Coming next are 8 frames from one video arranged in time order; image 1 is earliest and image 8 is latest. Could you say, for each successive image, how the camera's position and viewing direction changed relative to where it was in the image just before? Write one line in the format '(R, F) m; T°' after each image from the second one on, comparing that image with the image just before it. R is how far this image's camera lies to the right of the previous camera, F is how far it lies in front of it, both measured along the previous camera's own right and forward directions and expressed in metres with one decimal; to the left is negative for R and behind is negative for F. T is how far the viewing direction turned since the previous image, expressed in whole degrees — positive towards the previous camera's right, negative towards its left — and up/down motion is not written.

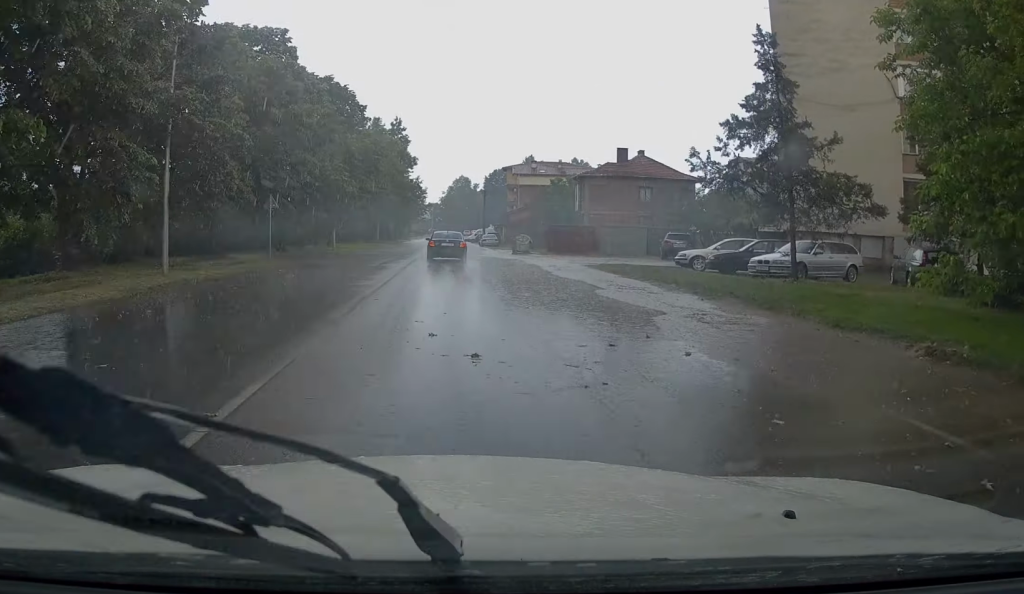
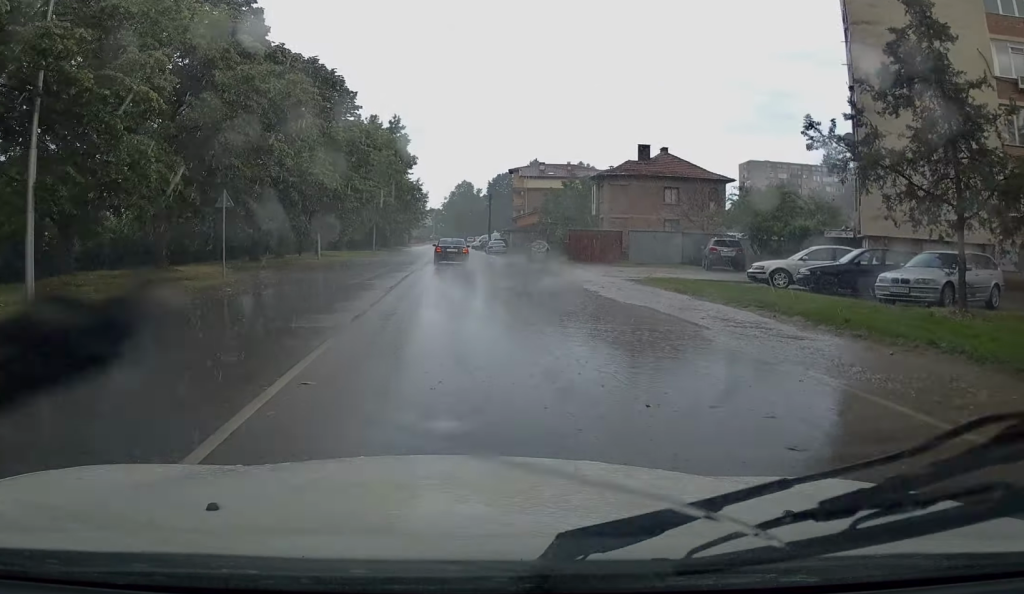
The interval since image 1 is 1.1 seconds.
(-0.4, +6.4) m; -3°
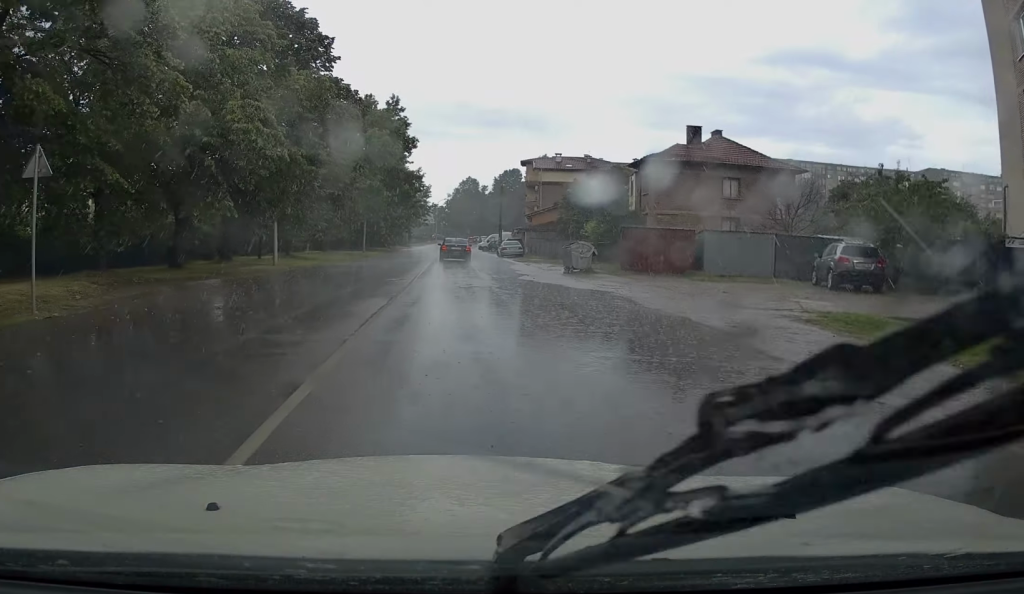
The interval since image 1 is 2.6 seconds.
(+0.1, +11.0) m; +1°
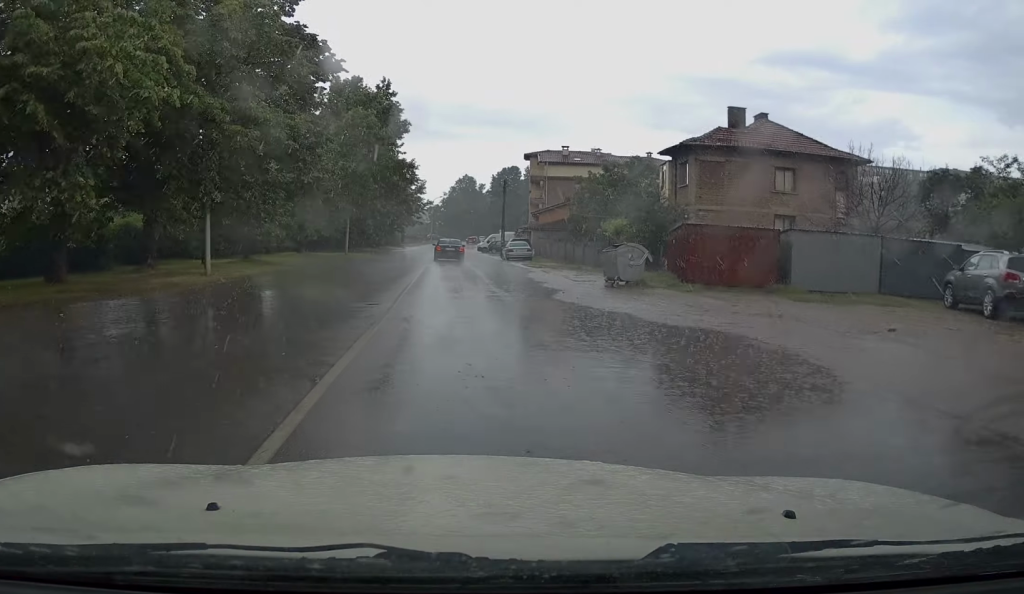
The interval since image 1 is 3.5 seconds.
(+0.1, +8.5) m; +1°
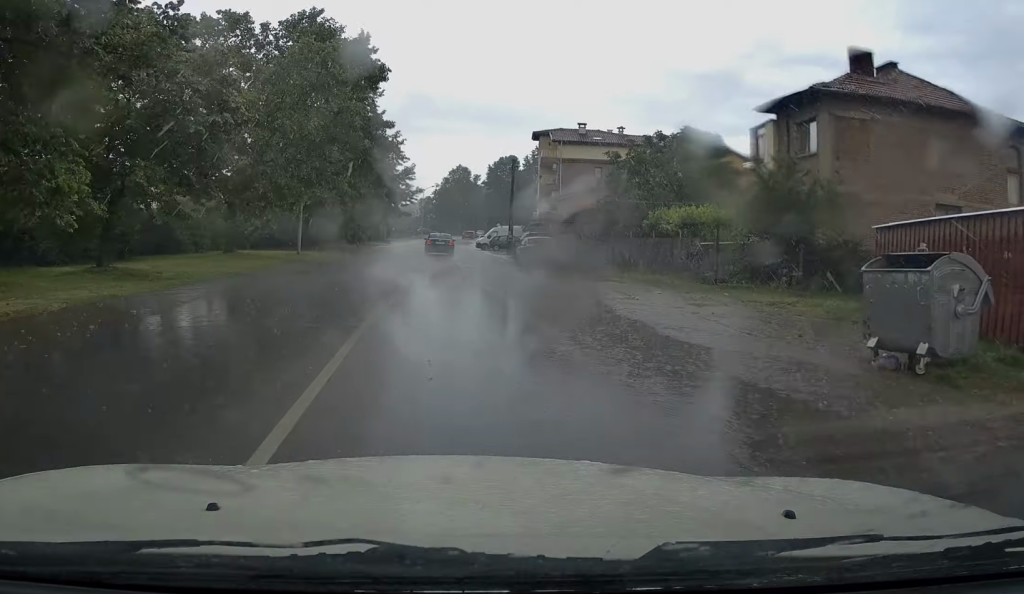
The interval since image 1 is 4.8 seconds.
(+0.2, +15.1) m; +2°
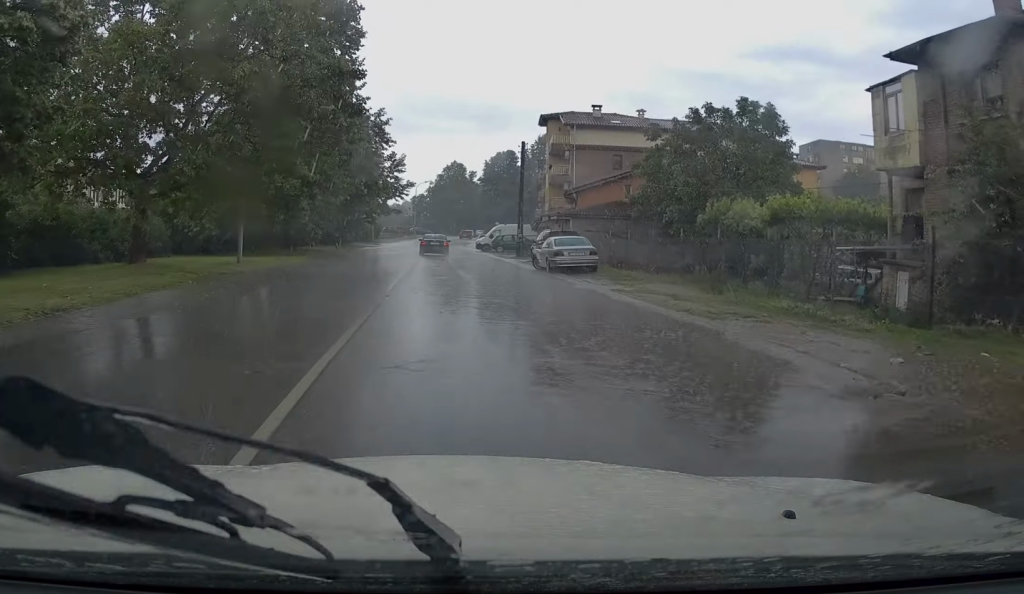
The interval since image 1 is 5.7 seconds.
(+0.1, +10.5) m; +1°
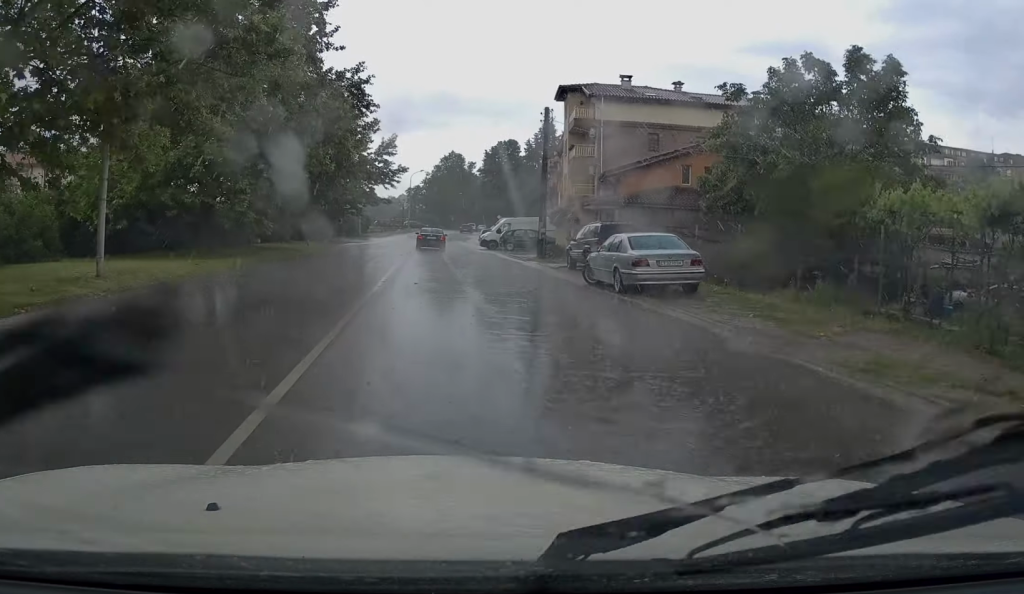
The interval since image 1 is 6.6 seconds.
(0.0, +11.6) m; +1°
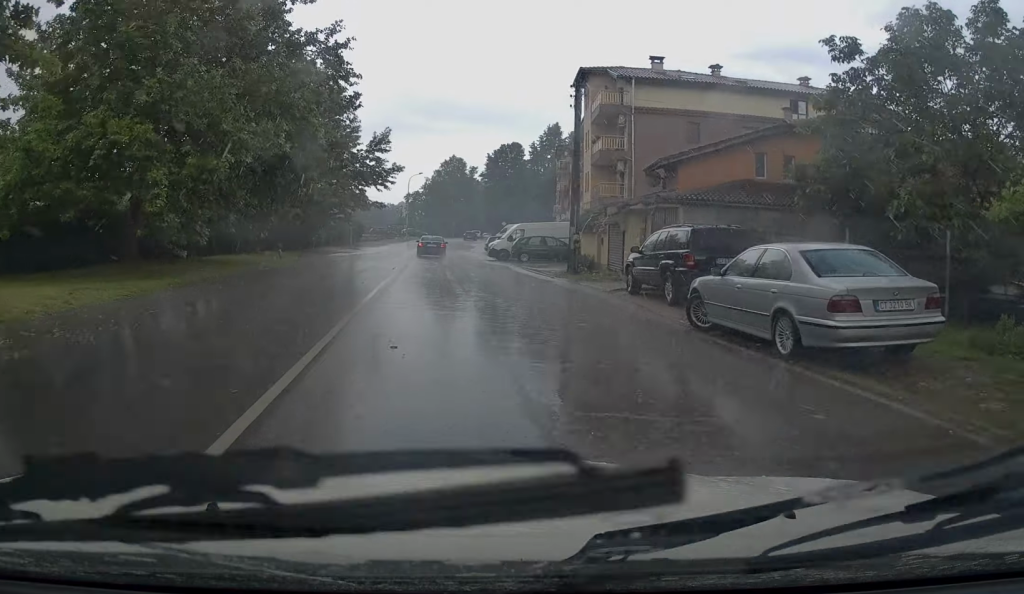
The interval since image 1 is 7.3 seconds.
(+0.1, +8.3) m; -1°
